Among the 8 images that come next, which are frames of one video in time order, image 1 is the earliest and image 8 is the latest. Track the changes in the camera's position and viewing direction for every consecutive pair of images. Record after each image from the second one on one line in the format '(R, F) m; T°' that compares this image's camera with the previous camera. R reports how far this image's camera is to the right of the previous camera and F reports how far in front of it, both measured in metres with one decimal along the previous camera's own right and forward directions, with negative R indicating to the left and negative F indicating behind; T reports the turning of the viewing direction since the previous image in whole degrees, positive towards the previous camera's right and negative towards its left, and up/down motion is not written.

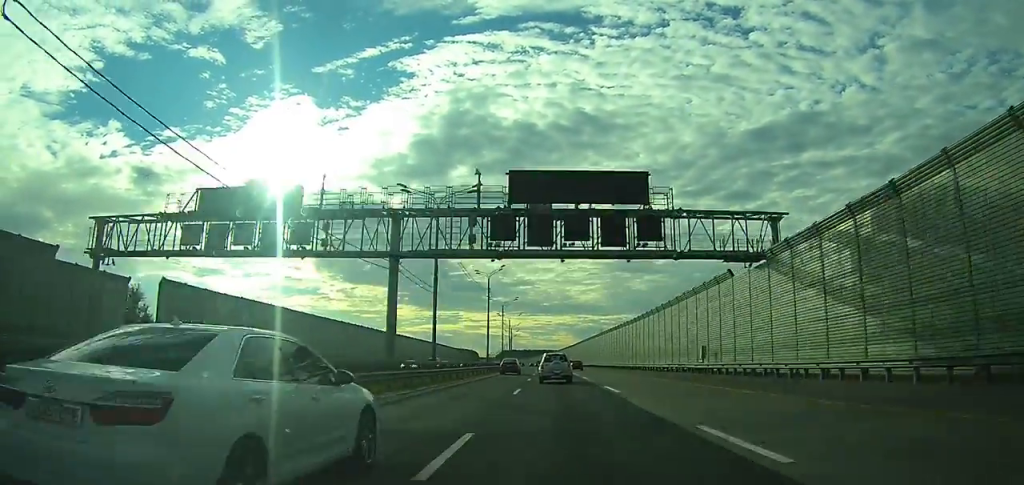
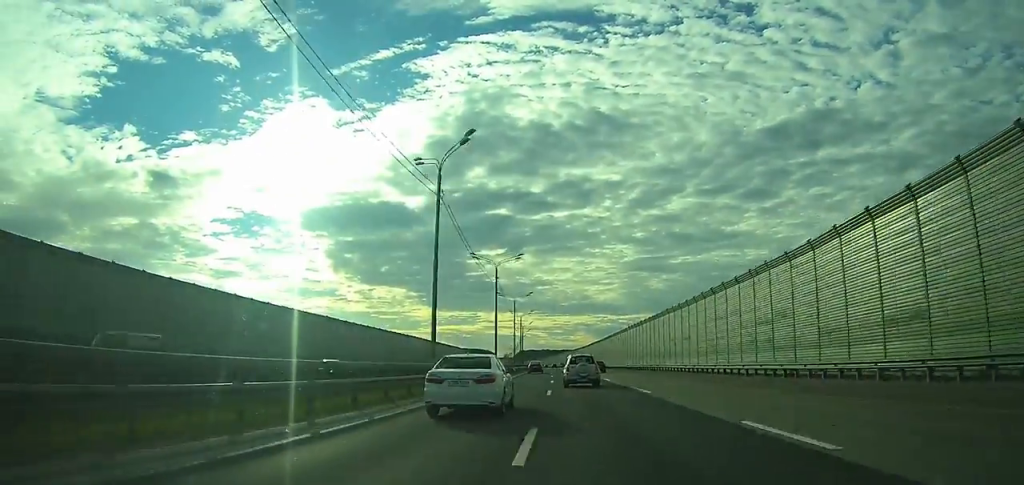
(-0.4, +46.4) m; -1°
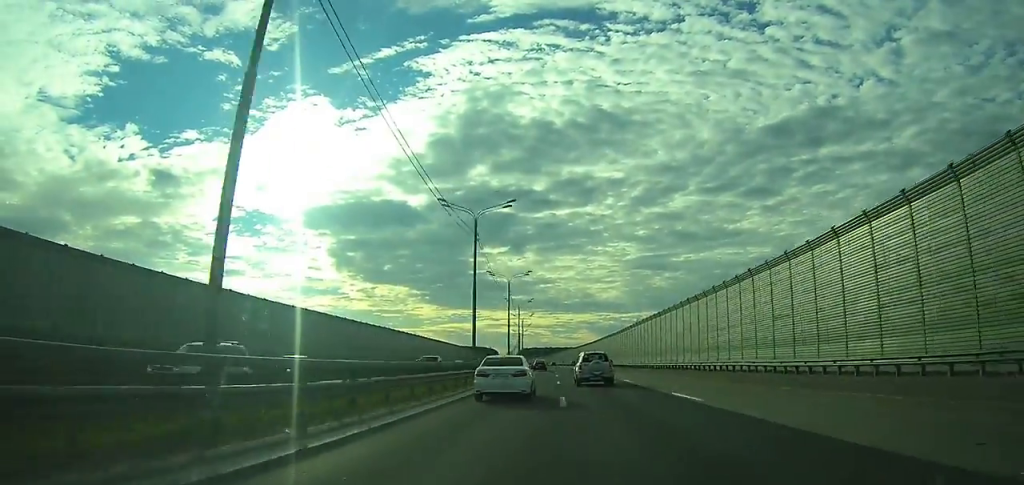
(-0.3, +20.8) m; 0°
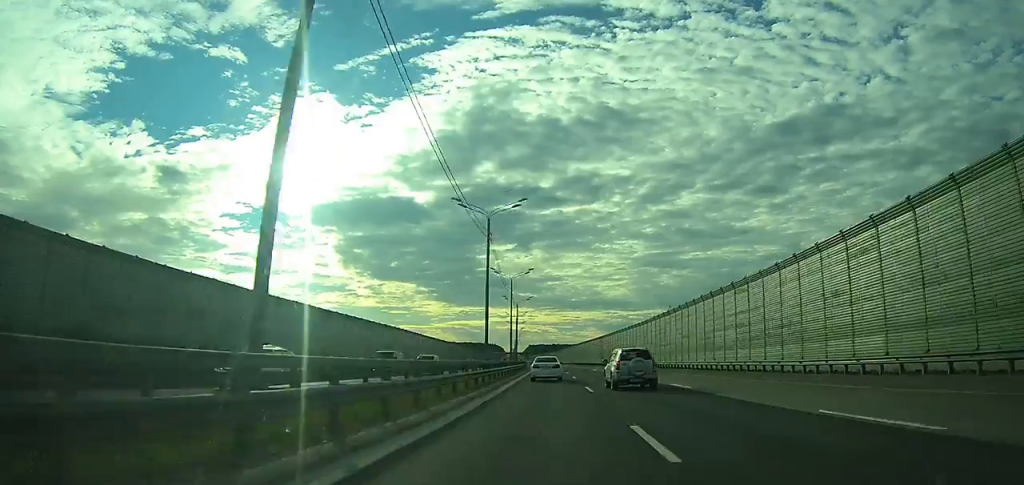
(-0.9, +63.7) m; -1°
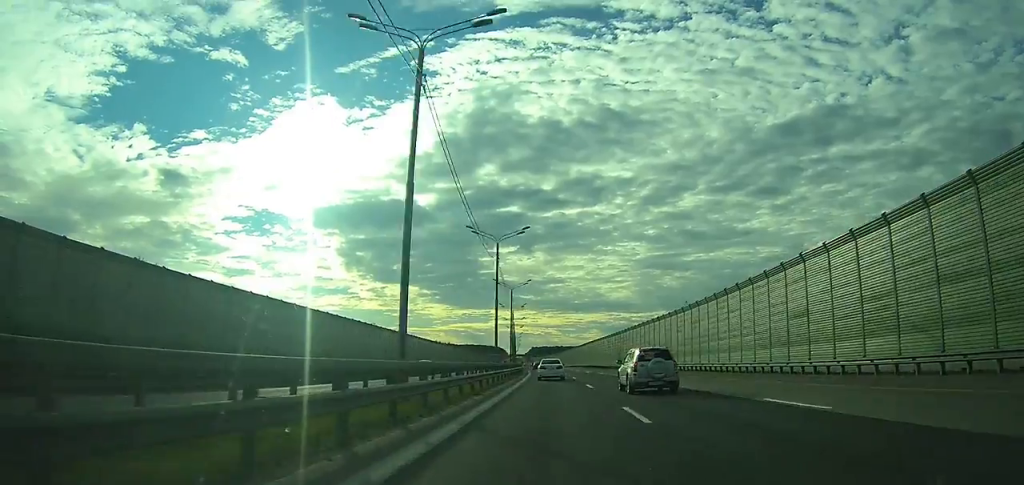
(-0.1, +23.4) m; 0°
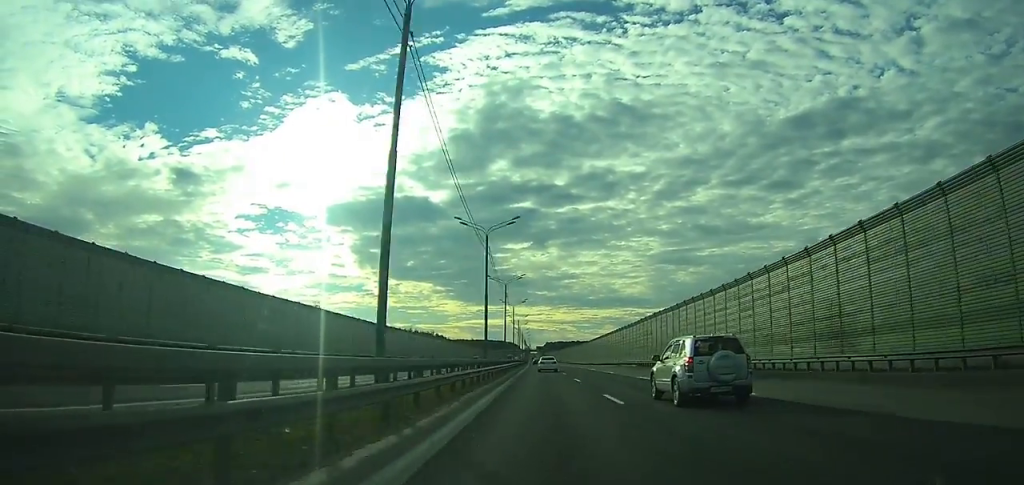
(-0.6, +72.3) m; -1°
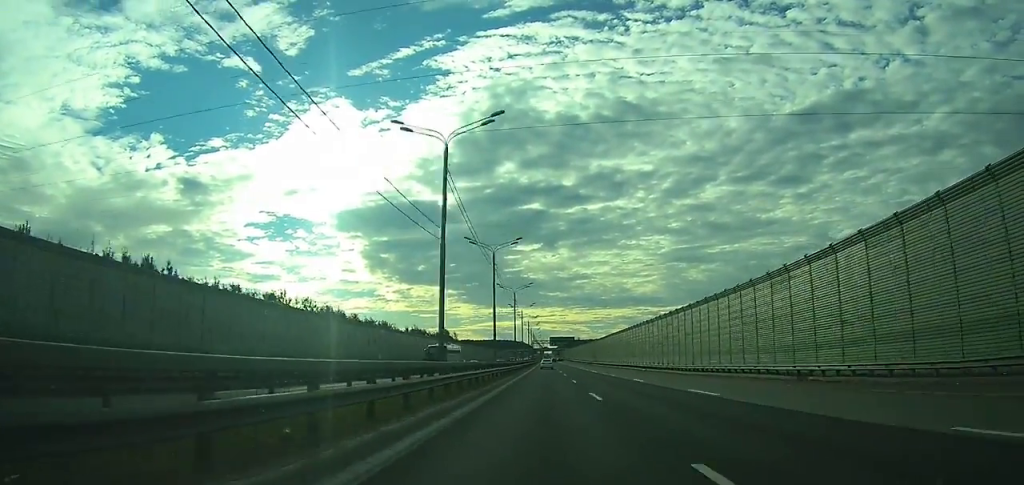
(-3.5, +155.6) m; -2°
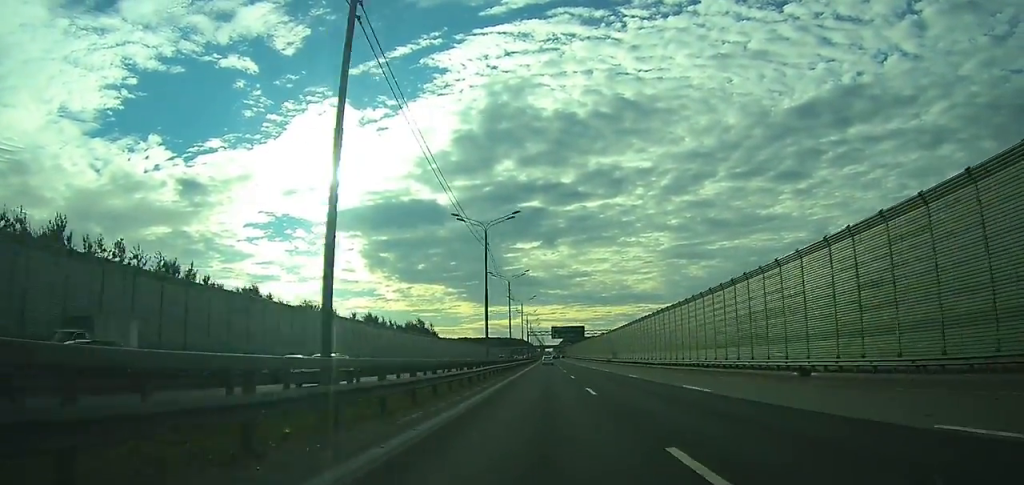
(0.0, +47.5) m; 0°
